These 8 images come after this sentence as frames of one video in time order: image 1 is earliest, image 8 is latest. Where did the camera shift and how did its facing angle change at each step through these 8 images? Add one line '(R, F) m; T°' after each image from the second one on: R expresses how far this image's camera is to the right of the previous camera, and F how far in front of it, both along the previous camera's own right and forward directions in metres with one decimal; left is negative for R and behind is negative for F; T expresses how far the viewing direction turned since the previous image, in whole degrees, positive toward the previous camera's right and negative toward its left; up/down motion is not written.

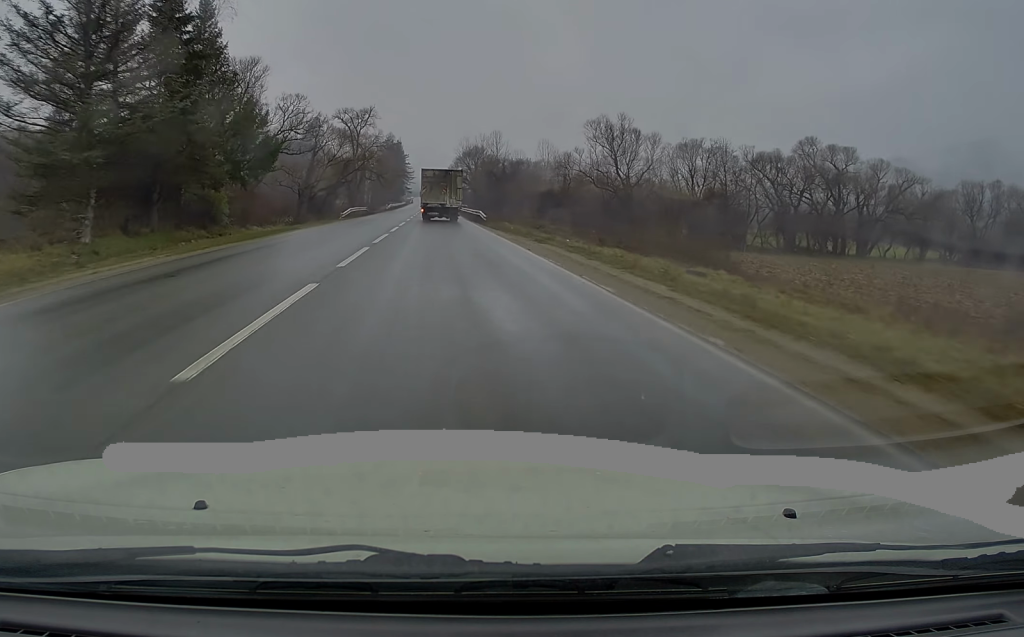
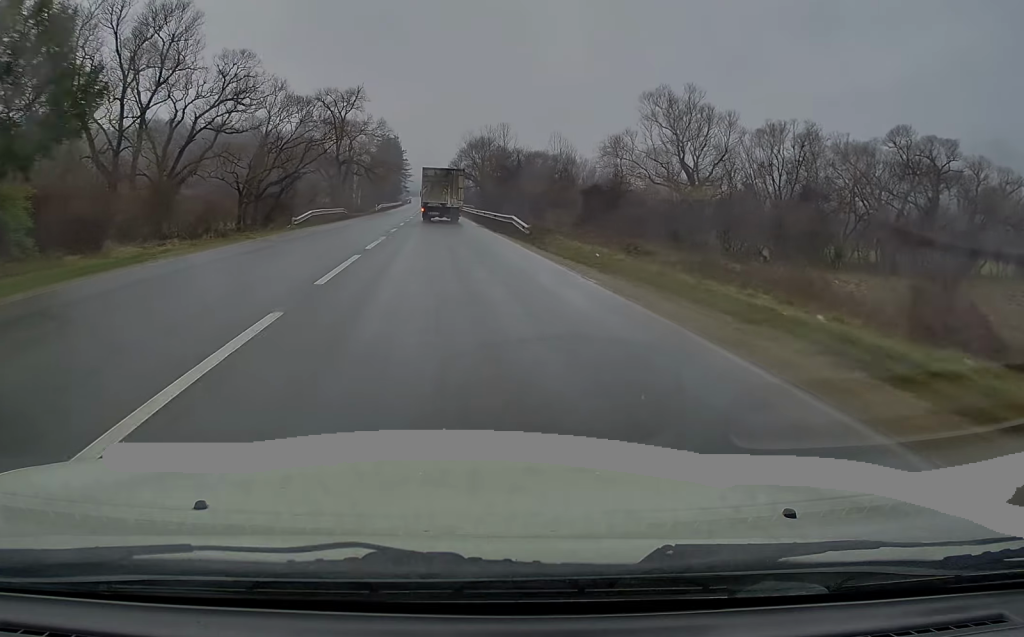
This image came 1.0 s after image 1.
(-0.3, +20.8) m; -1°
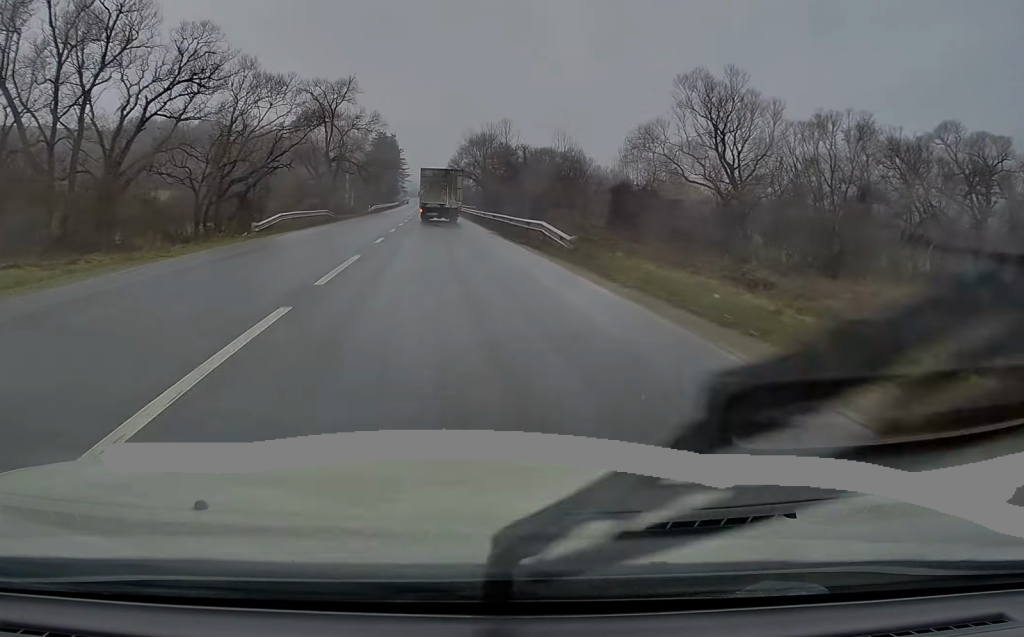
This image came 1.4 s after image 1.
(0.0, +8.6) m; 0°
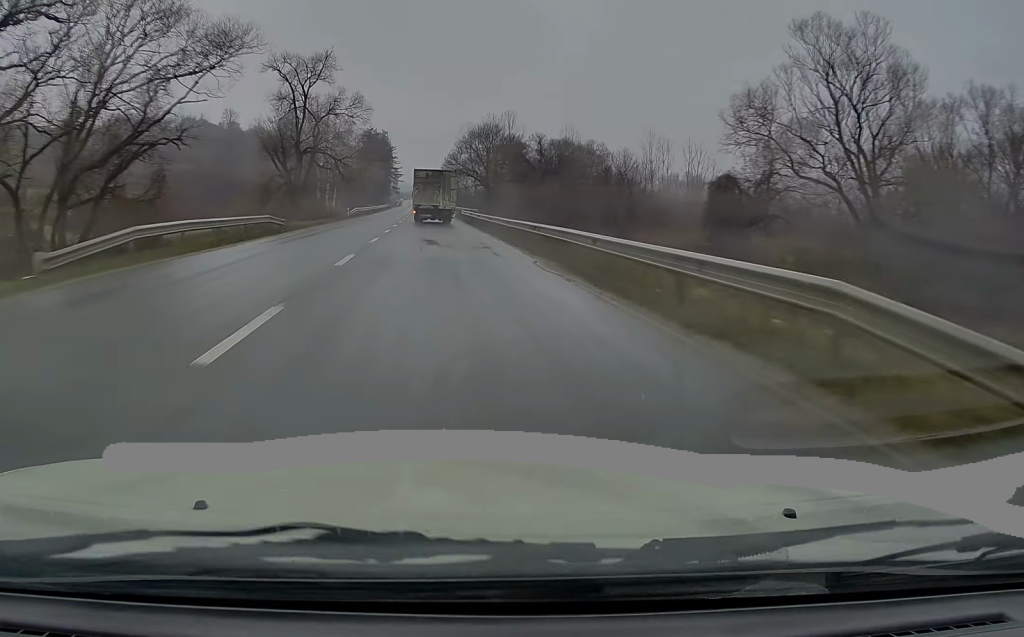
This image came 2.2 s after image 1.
(0.0, +17.1) m; 0°
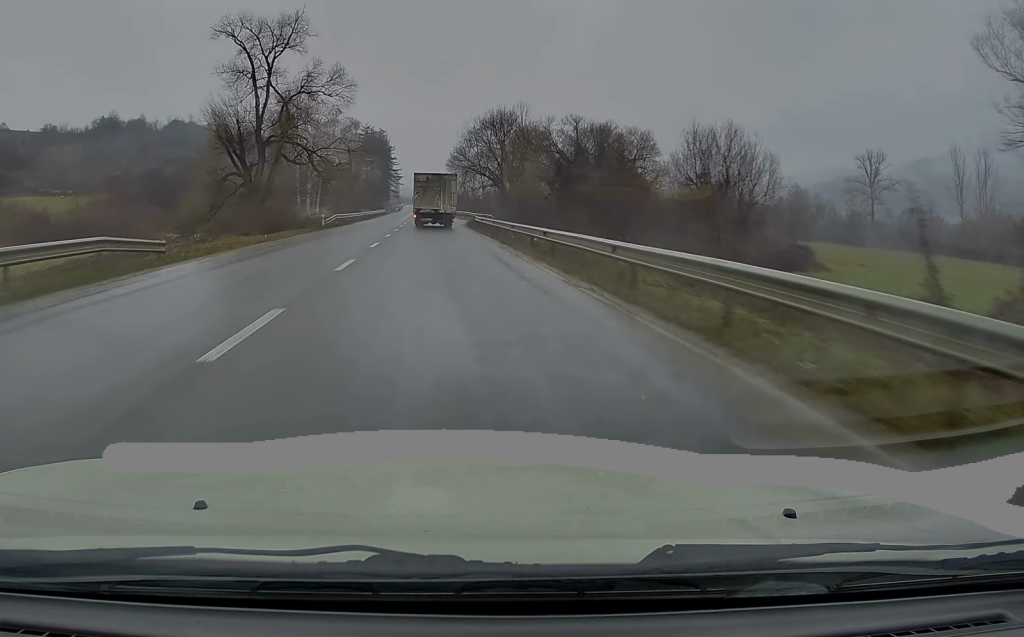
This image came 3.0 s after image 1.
(0.0, +17.9) m; +1°
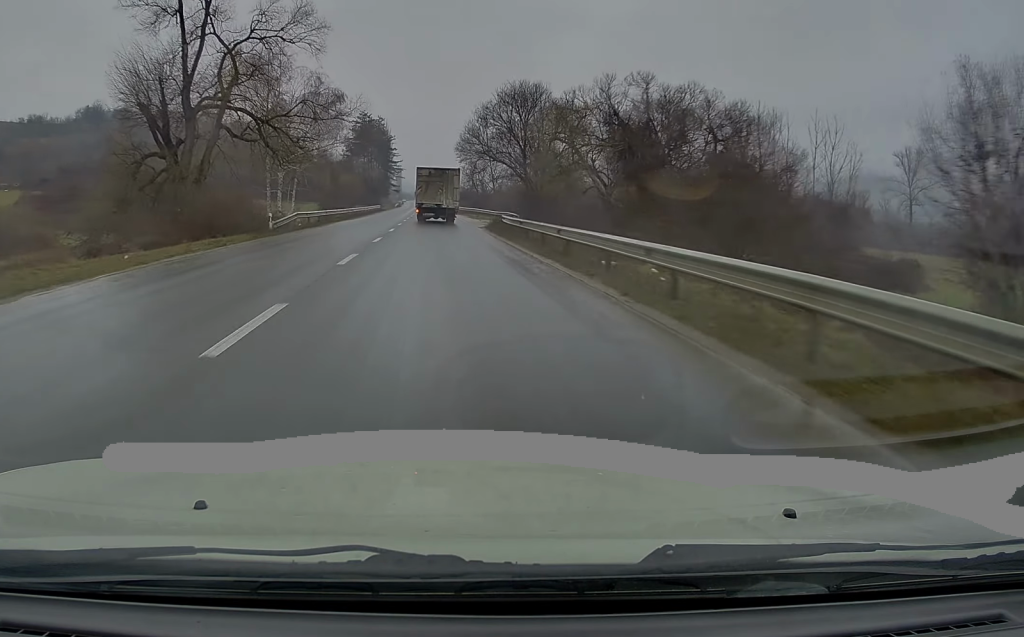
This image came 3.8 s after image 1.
(+0.3, +17.8) m; 0°
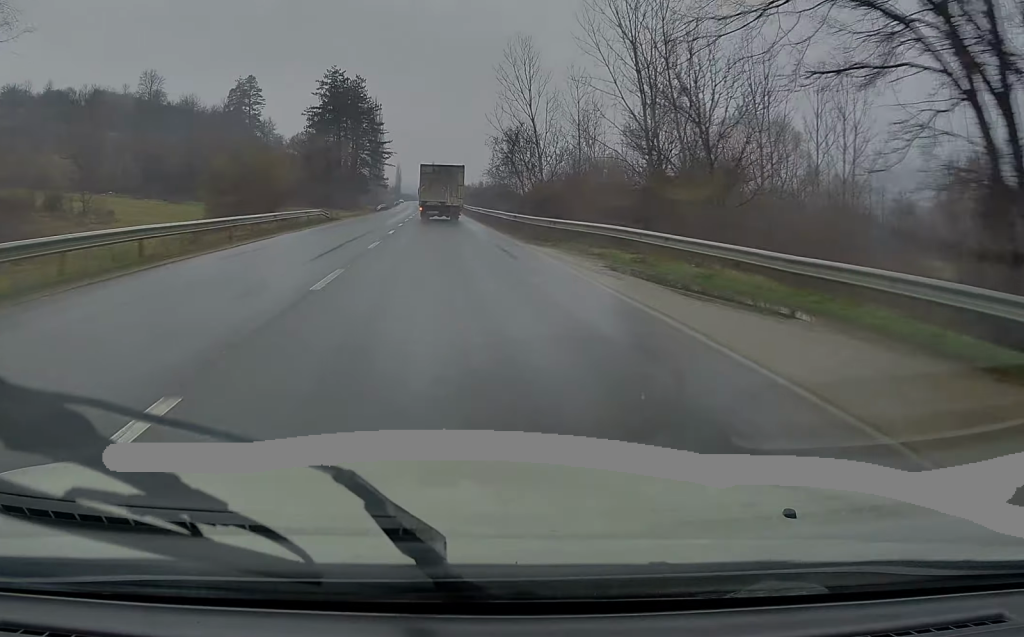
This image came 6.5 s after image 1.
(0.0, +56.8) m; 0°
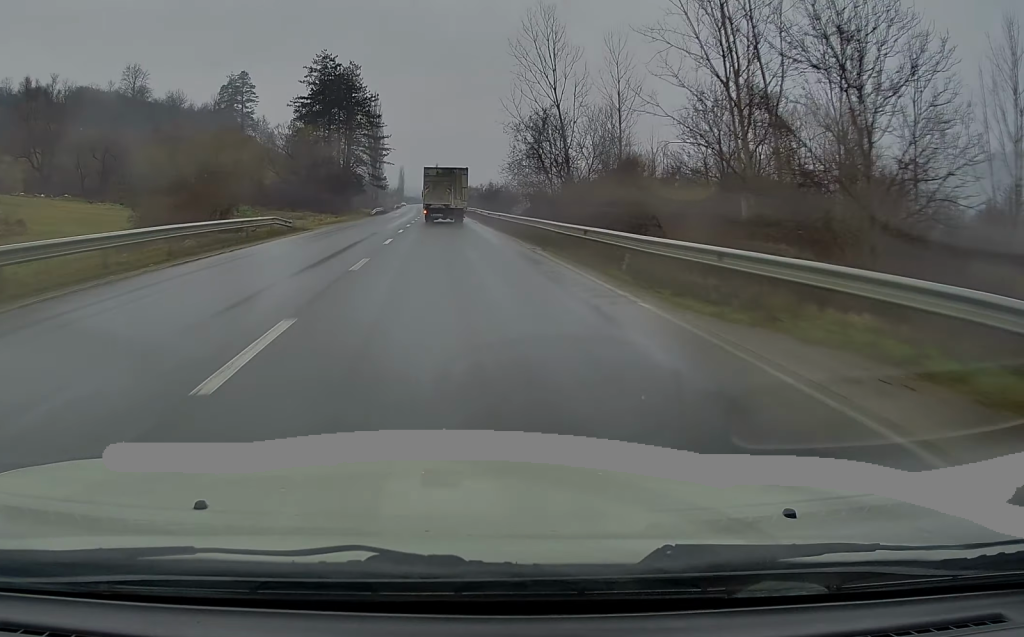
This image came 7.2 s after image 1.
(-0.2, +14.3) m; -1°
